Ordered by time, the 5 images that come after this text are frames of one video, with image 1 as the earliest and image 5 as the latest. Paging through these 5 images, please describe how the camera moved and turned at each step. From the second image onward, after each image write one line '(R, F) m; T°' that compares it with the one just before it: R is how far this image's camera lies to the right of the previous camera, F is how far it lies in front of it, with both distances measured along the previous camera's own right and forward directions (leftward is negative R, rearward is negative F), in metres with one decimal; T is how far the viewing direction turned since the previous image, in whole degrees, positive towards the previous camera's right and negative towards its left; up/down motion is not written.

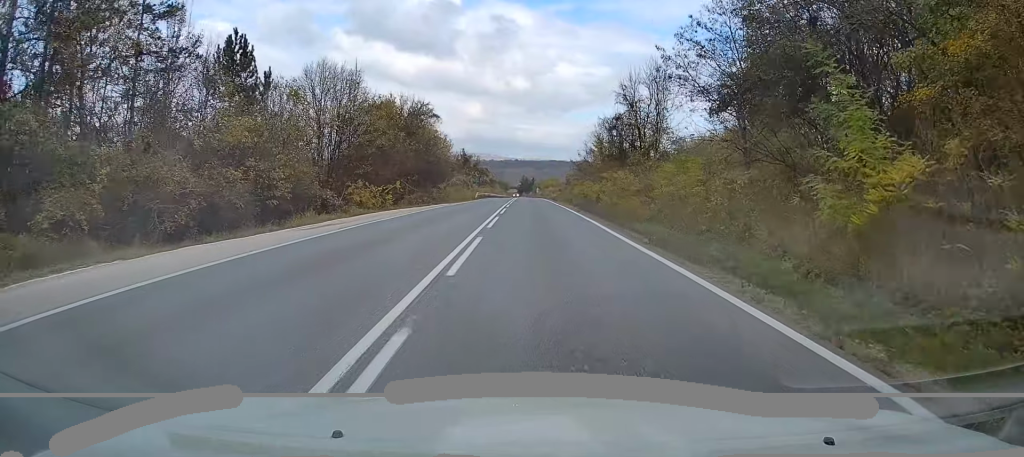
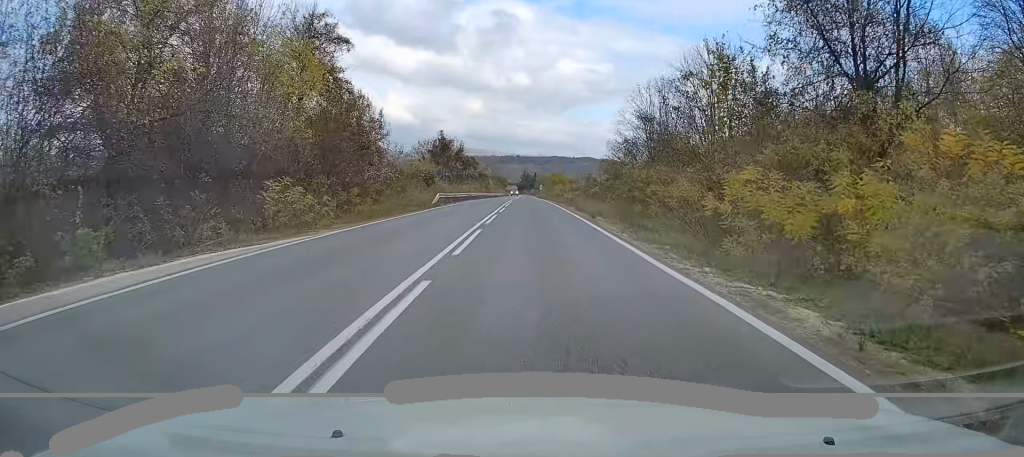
(+0.7, +33.7) m; +1°
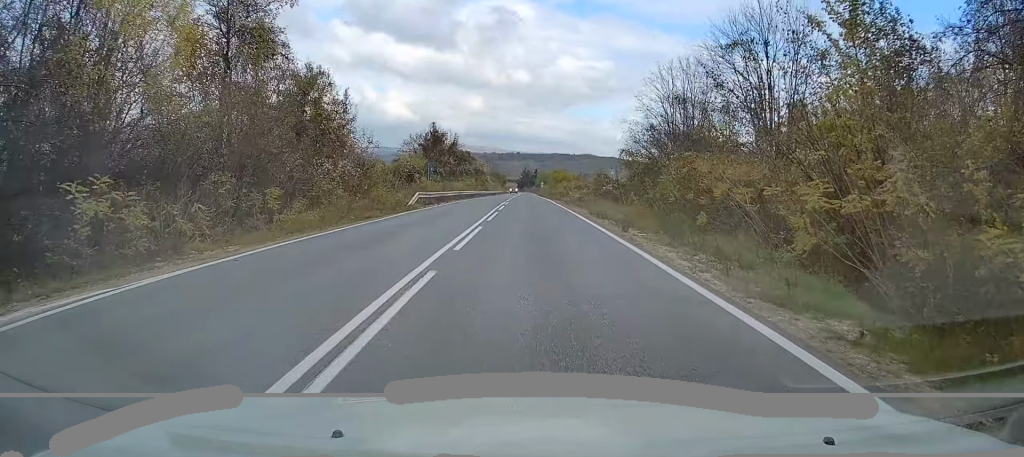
(0.0, +8.5) m; 0°
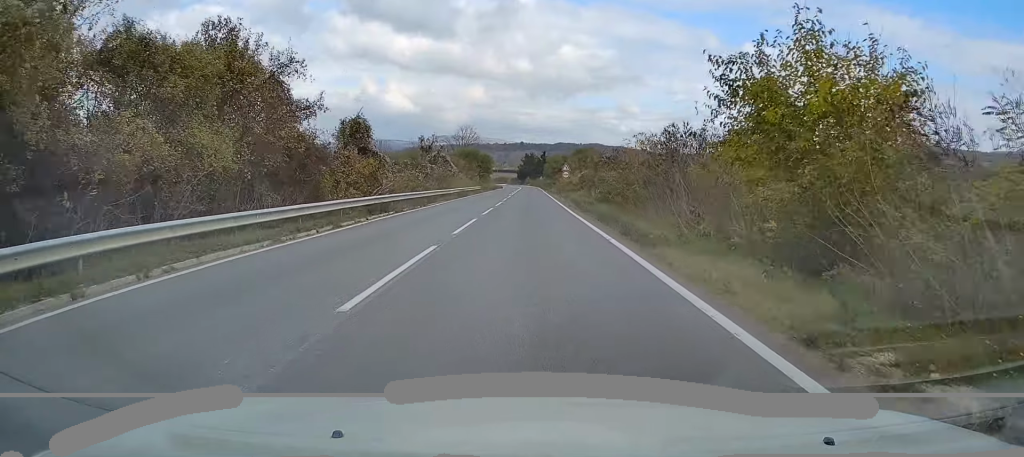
(-1.1, +86.6) m; -1°
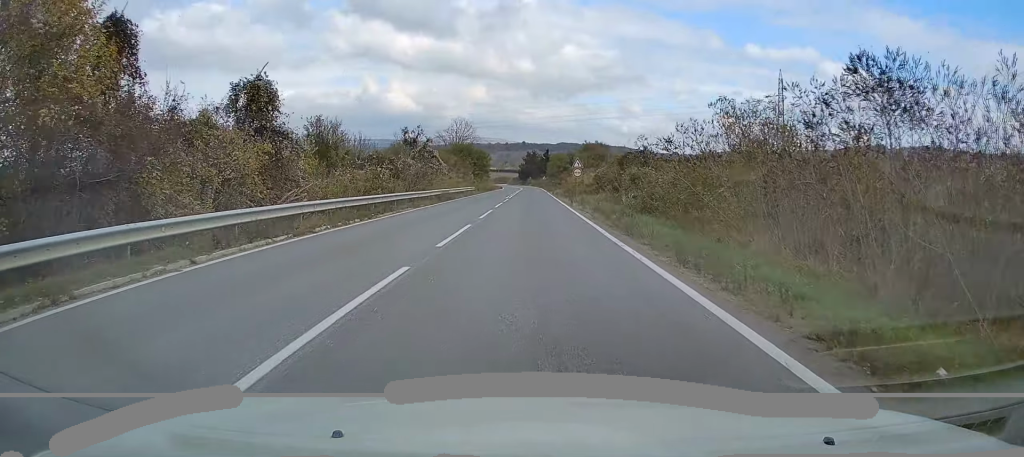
(-0.2, +12.0) m; 0°
